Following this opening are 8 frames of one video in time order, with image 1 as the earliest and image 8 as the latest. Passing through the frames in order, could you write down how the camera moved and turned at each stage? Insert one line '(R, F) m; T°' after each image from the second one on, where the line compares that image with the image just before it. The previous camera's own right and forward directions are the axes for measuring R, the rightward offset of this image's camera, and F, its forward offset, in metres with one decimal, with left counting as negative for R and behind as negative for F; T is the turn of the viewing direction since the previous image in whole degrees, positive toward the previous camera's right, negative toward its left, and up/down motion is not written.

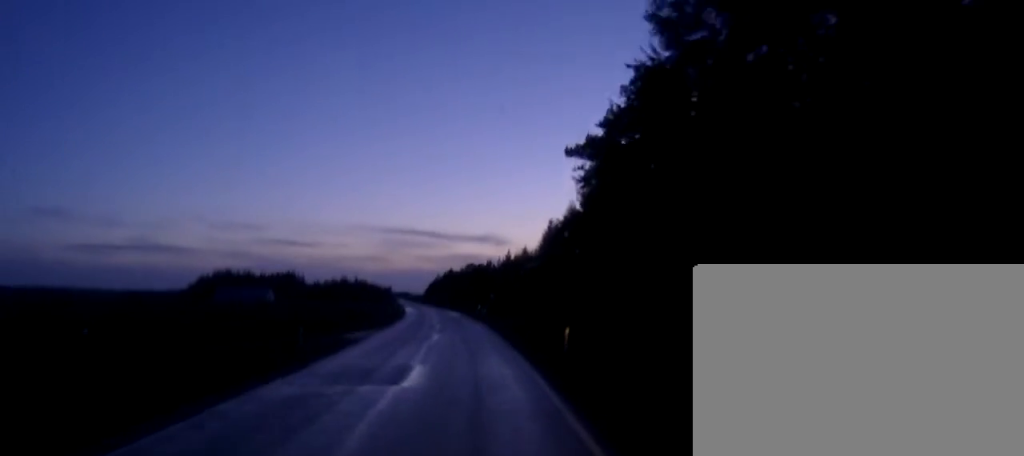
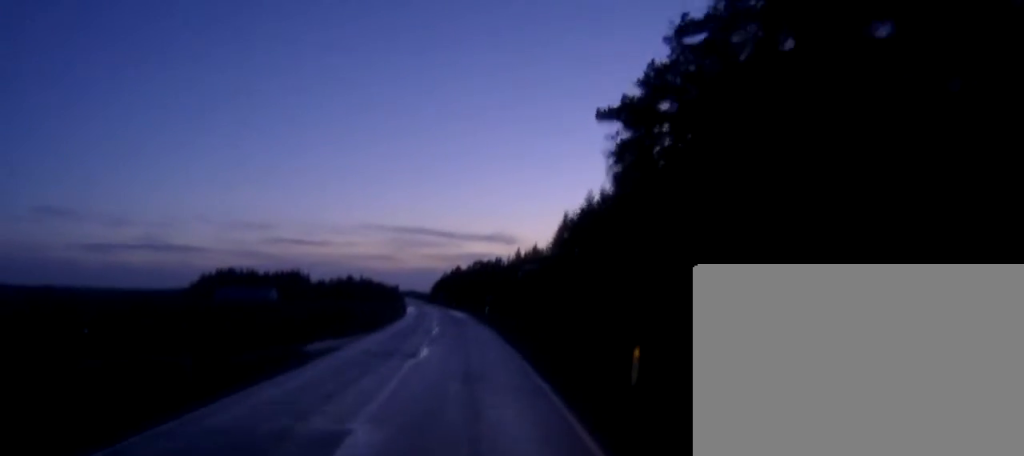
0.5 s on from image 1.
(-0.2, +10.0) m; -1°
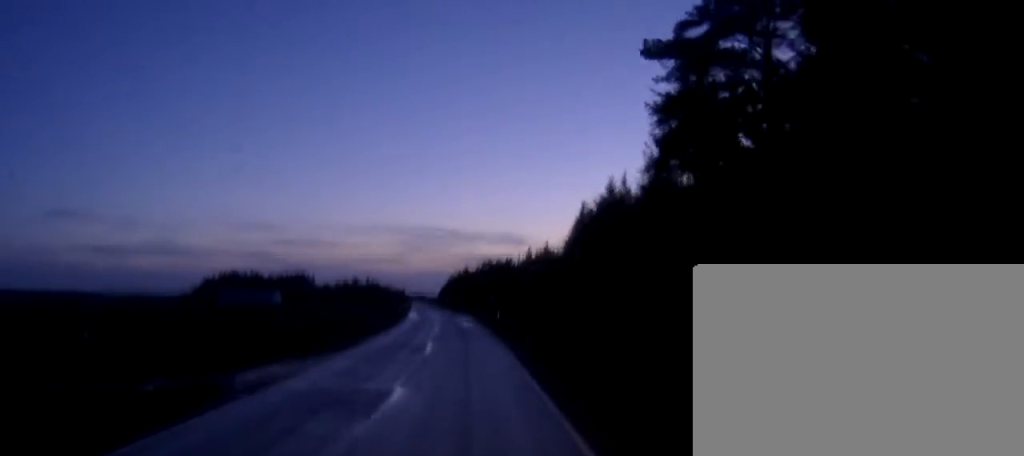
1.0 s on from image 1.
(-0.1, +9.3) m; -1°
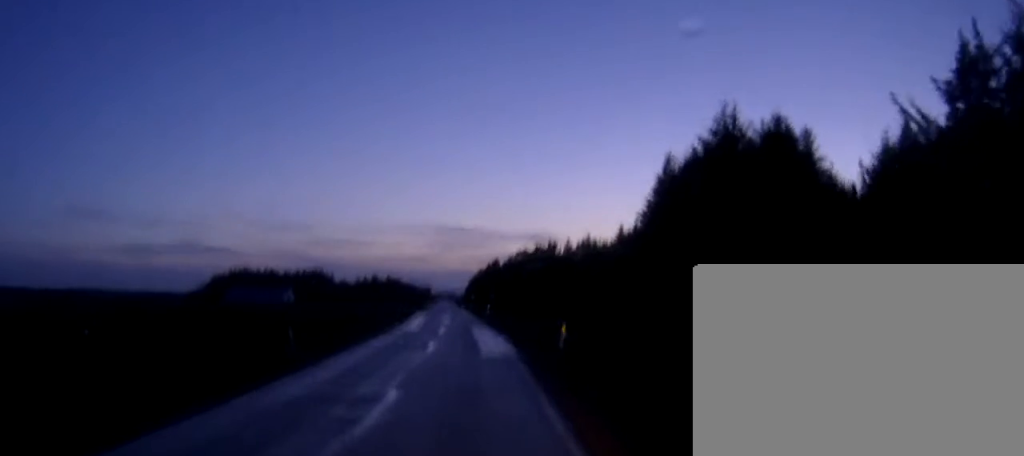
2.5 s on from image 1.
(-0.6, +30.9) m; -2°
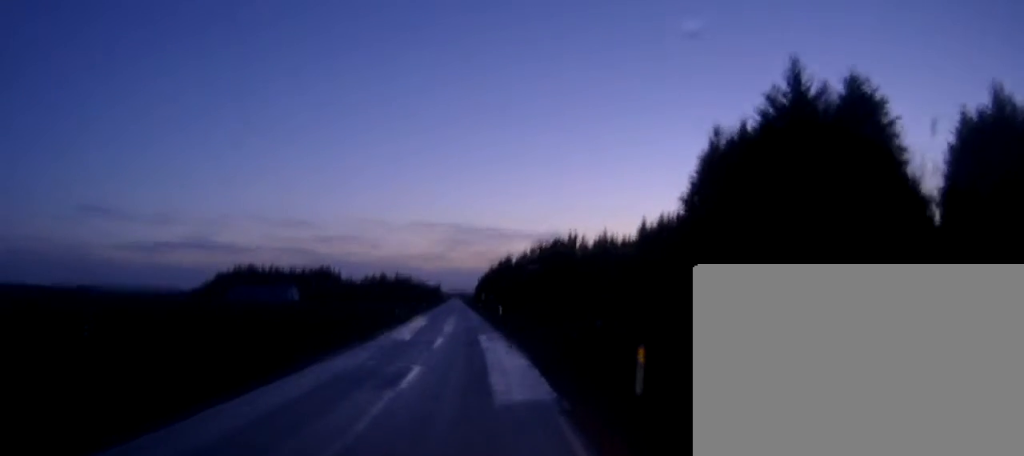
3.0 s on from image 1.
(-0.1, +10.7) m; -1°
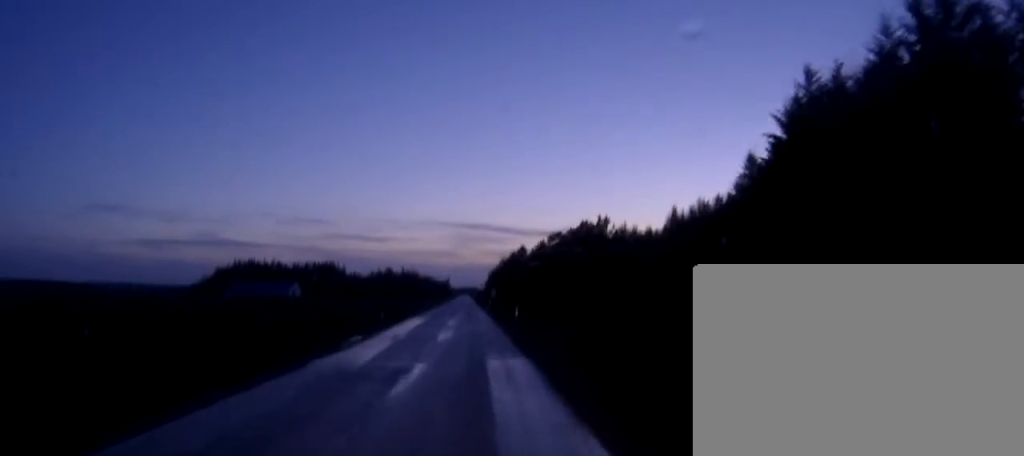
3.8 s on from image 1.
(-0.2, +14.7) m; 0°
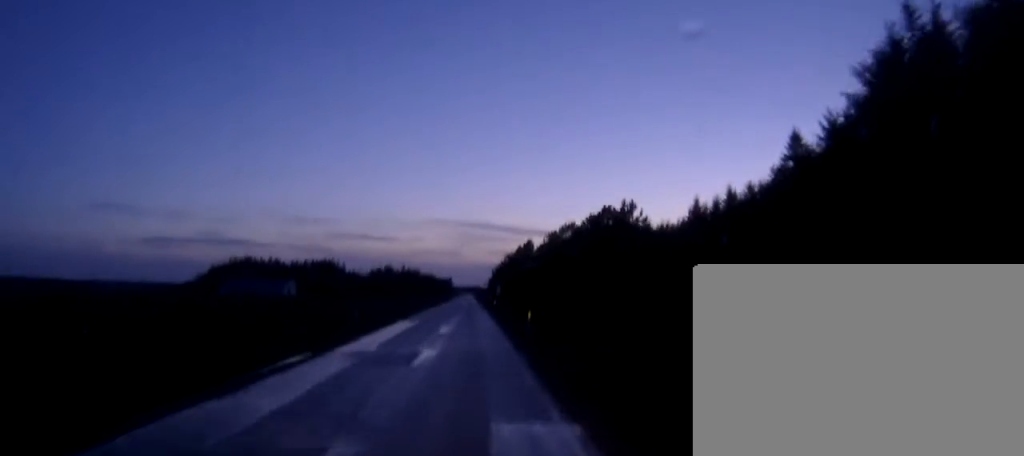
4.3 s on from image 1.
(+0.1, +10.8) m; 0°
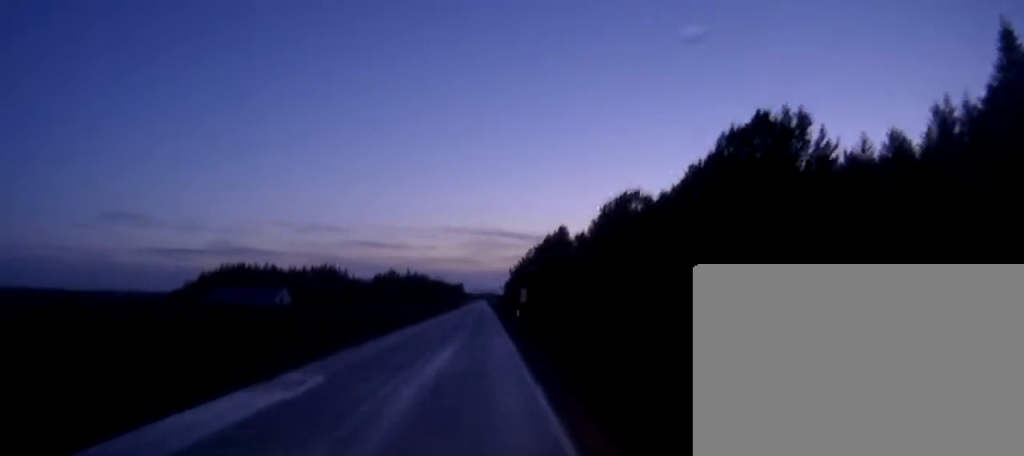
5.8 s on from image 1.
(-0.2, +31.2) m; -1°
